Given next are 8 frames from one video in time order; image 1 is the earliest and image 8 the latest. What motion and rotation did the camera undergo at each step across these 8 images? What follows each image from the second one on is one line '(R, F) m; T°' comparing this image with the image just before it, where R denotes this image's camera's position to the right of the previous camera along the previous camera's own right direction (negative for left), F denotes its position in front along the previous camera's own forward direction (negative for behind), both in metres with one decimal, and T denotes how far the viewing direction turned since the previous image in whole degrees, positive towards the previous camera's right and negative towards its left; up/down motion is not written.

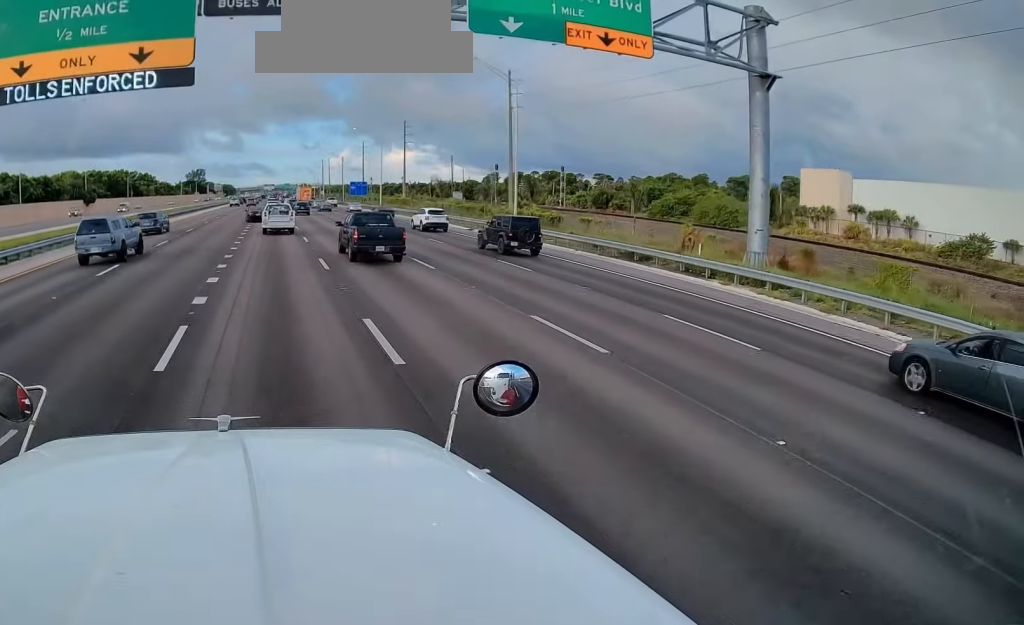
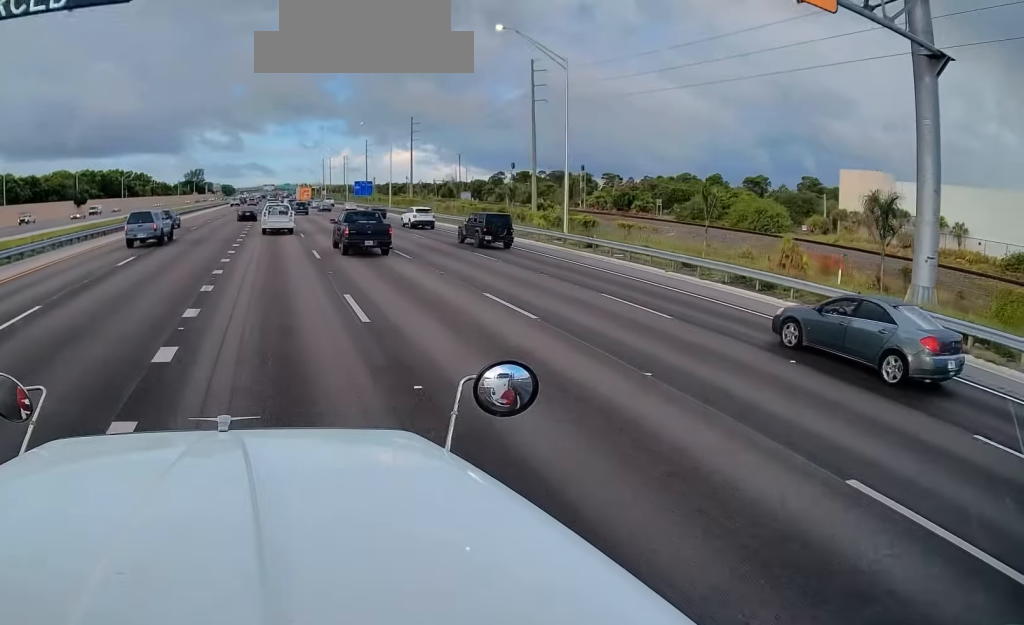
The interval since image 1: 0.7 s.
(0.0, +8.7) m; 0°
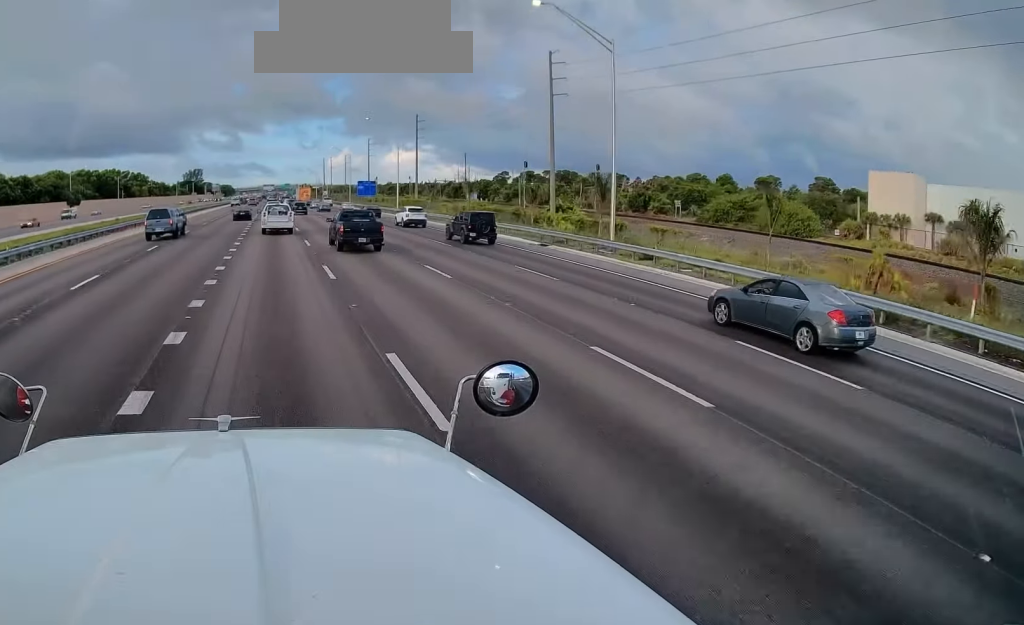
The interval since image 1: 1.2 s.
(0.0, +5.9) m; 0°
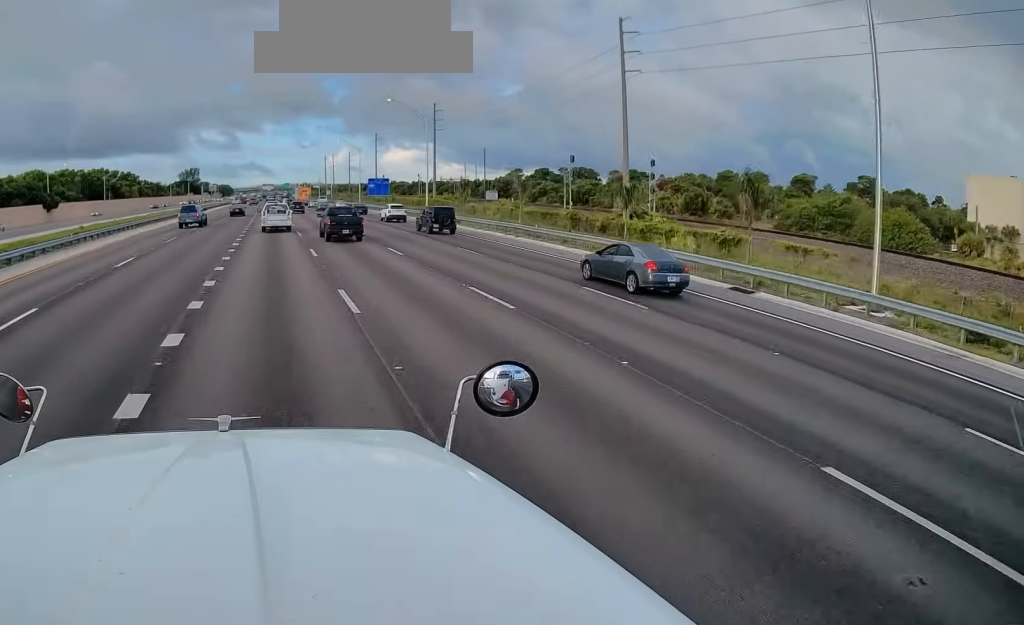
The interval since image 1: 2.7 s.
(0.0, +18.0) m; -1°
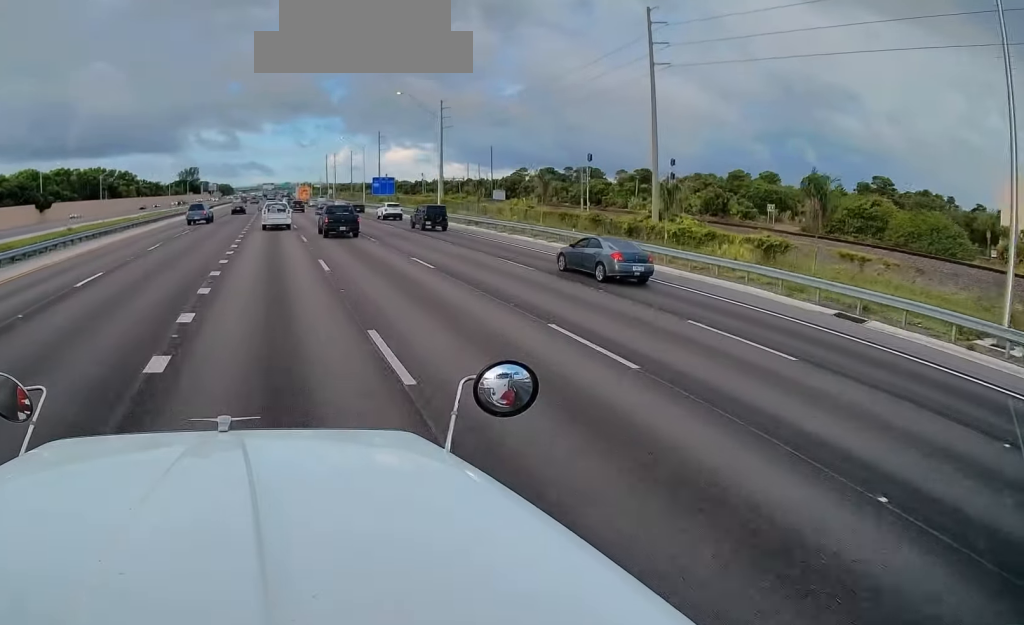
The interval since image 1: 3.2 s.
(0.0, +5.3) m; 0°
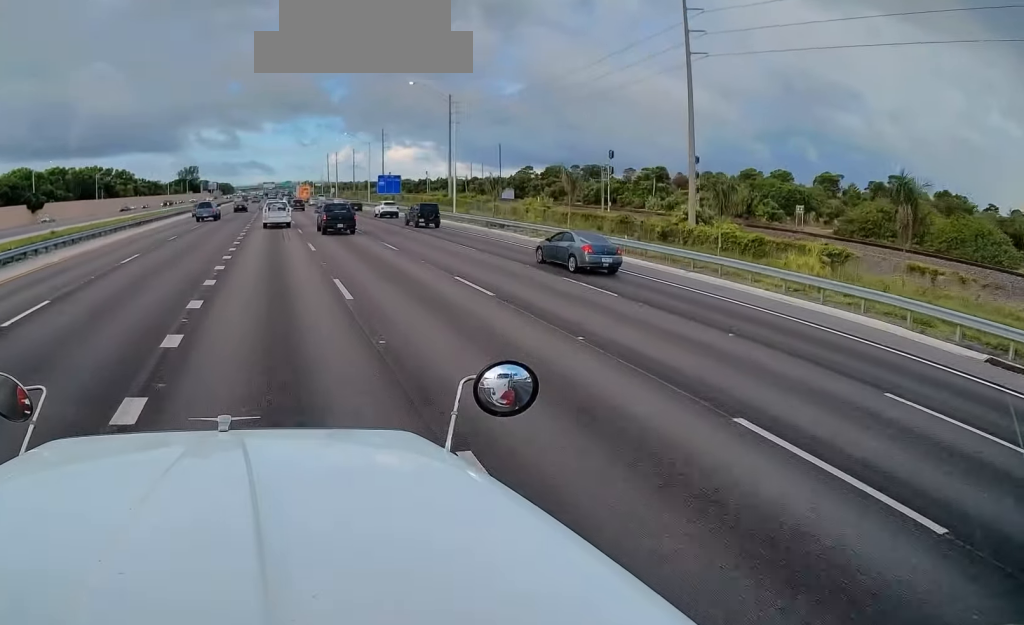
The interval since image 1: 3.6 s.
(-0.2, +5.8) m; 0°
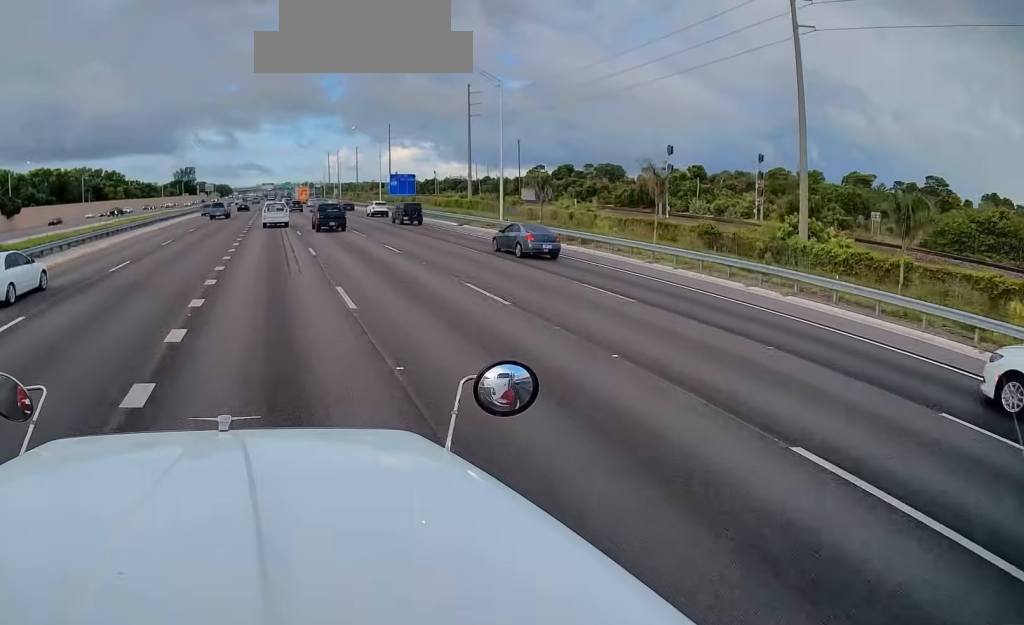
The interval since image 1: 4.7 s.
(+0.1, +13.7) m; 0°
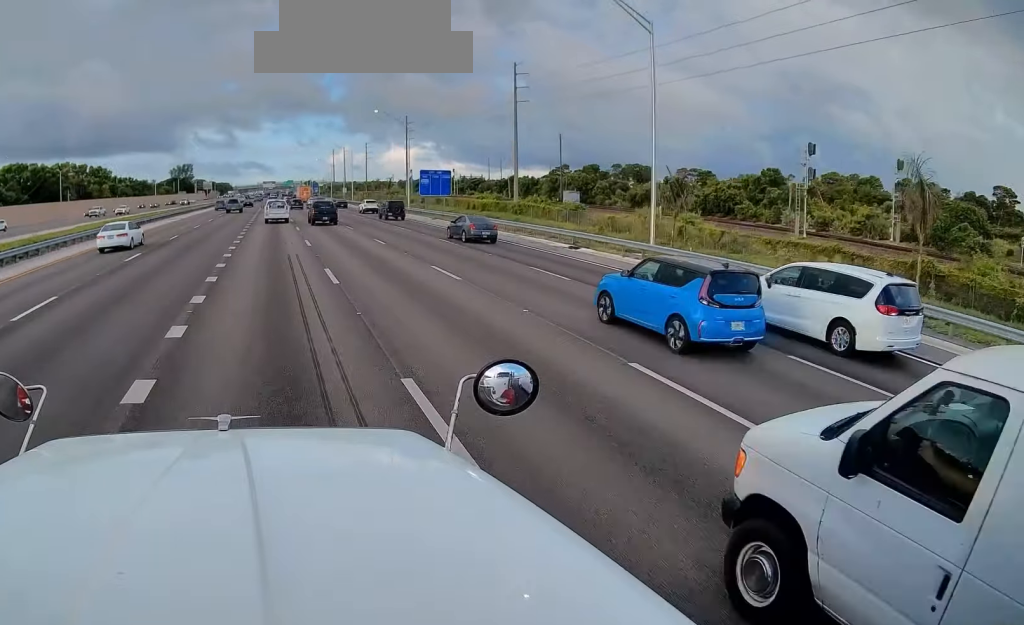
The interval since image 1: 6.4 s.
(-0.2, +21.4) m; +1°
